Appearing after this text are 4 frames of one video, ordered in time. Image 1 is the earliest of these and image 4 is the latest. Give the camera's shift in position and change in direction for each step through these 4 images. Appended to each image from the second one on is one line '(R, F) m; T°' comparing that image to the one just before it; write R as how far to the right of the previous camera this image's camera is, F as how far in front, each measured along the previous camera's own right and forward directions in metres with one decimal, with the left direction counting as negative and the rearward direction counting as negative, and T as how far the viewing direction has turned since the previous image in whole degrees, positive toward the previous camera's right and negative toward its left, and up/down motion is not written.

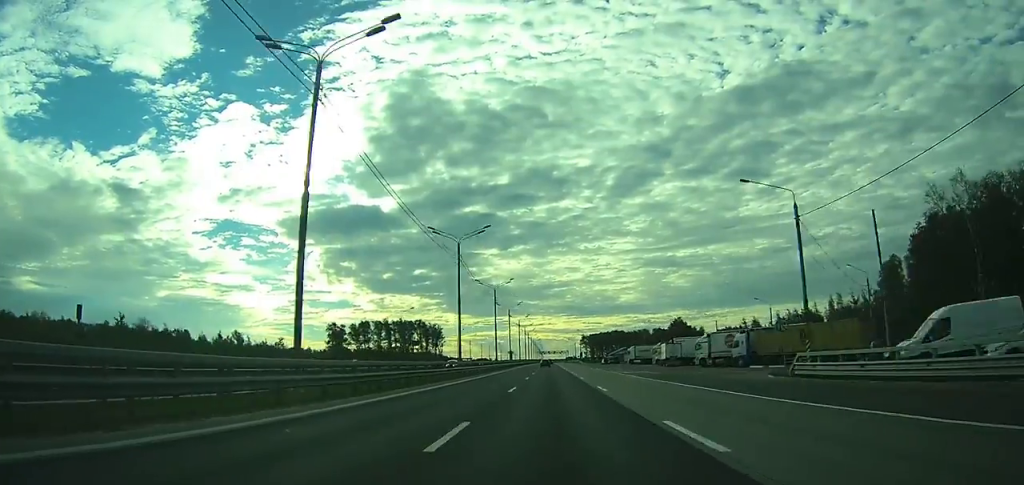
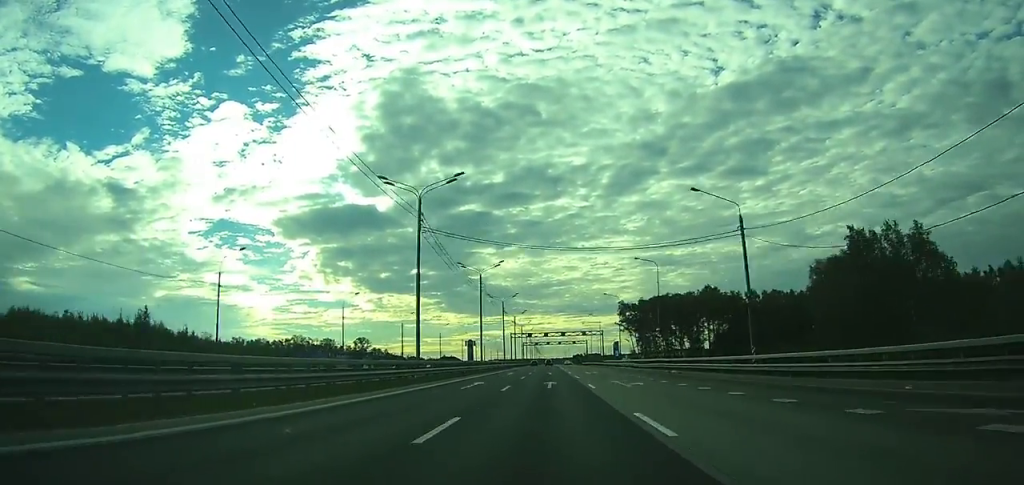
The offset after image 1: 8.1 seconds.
(+2.0, +239.3) m; 0°
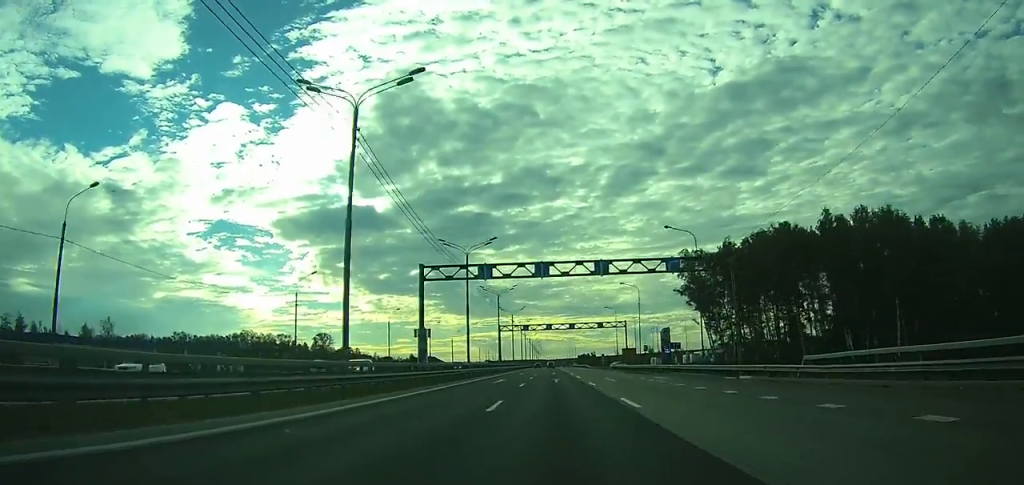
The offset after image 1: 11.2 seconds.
(-0.4, +88.6) m; 0°
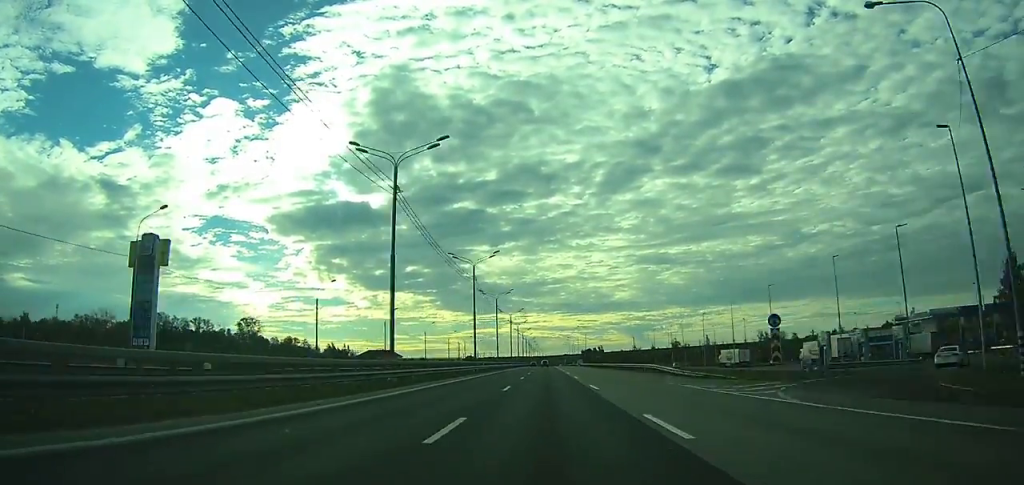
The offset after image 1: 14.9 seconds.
(+0.3, +104.7) m; 0°
